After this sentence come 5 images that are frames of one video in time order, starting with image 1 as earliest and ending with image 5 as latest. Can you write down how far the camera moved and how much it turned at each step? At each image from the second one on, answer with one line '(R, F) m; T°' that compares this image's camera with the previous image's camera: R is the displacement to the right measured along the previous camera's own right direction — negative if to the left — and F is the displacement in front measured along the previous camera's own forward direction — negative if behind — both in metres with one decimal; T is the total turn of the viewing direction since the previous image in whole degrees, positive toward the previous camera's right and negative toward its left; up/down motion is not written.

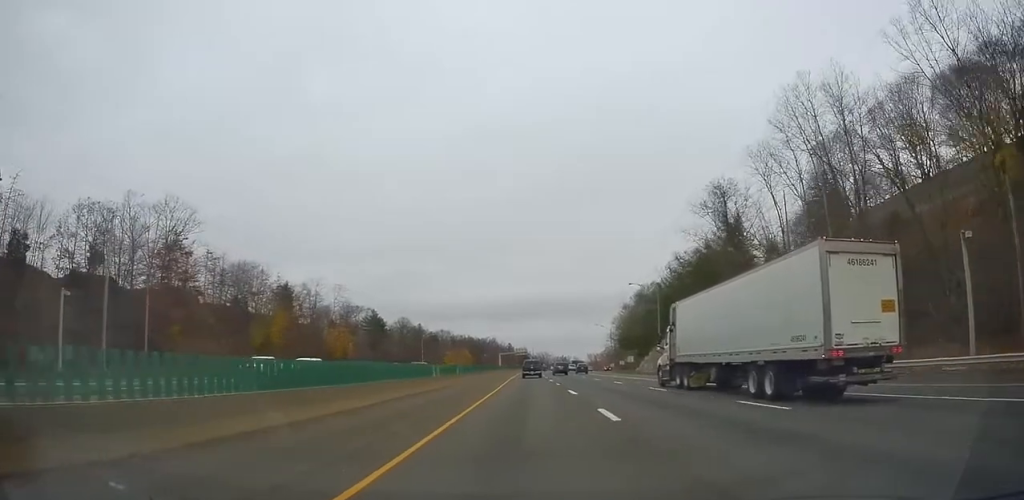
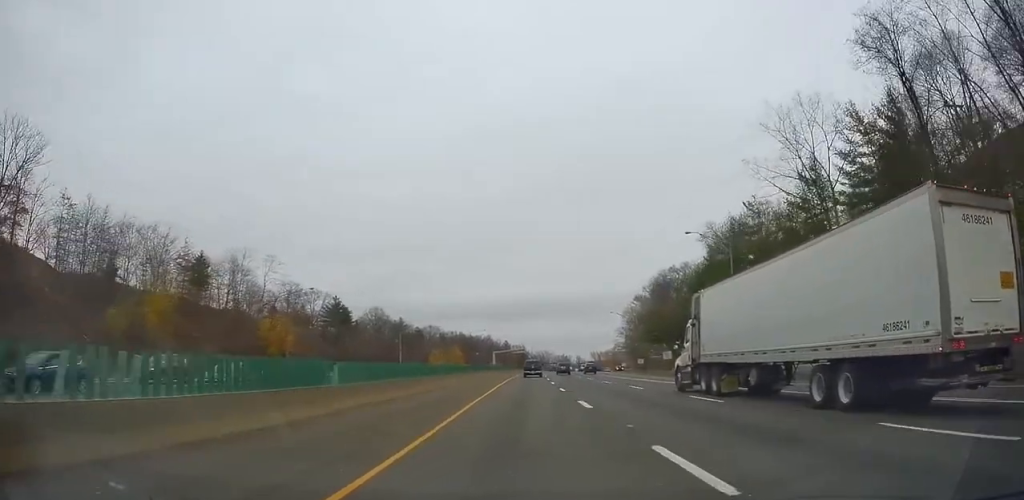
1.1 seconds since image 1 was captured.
(-0.6, +32.3) m; -1°
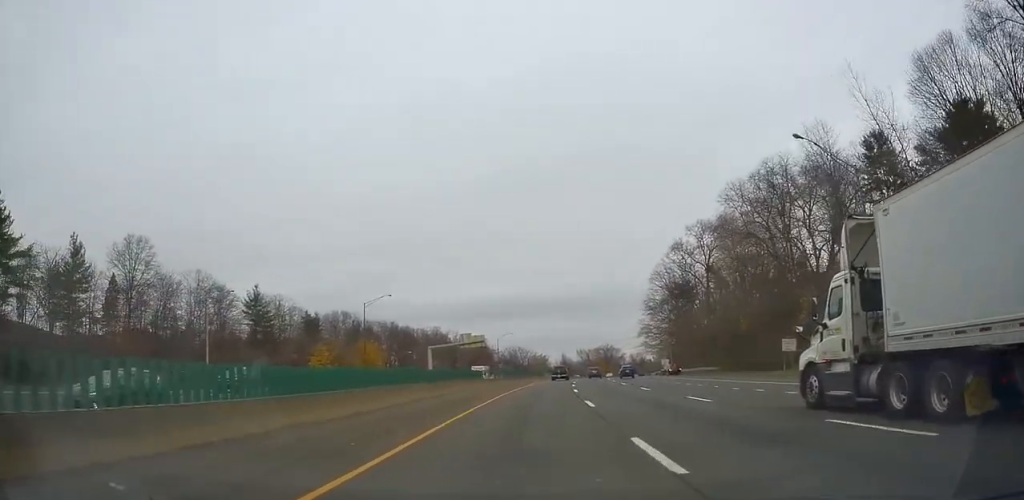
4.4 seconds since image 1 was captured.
(+1.2, +93.0) m; +1°
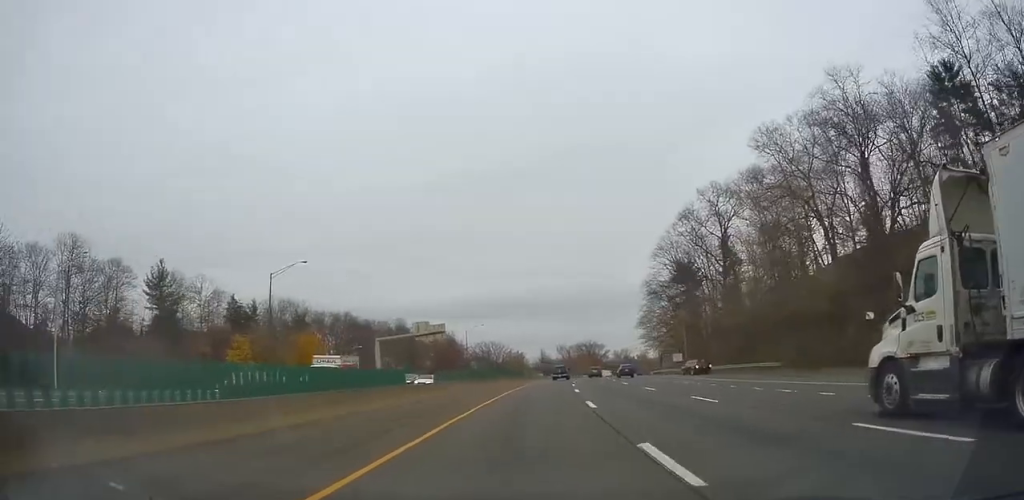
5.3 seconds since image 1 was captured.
(0.0, +24.8) m; +2°
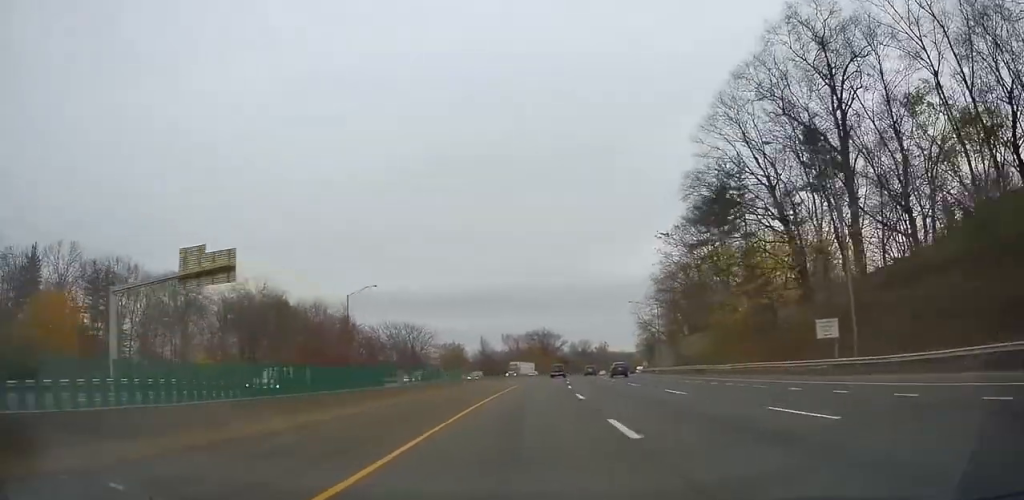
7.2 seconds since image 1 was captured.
(+1.9, +55.8) m; +3°
